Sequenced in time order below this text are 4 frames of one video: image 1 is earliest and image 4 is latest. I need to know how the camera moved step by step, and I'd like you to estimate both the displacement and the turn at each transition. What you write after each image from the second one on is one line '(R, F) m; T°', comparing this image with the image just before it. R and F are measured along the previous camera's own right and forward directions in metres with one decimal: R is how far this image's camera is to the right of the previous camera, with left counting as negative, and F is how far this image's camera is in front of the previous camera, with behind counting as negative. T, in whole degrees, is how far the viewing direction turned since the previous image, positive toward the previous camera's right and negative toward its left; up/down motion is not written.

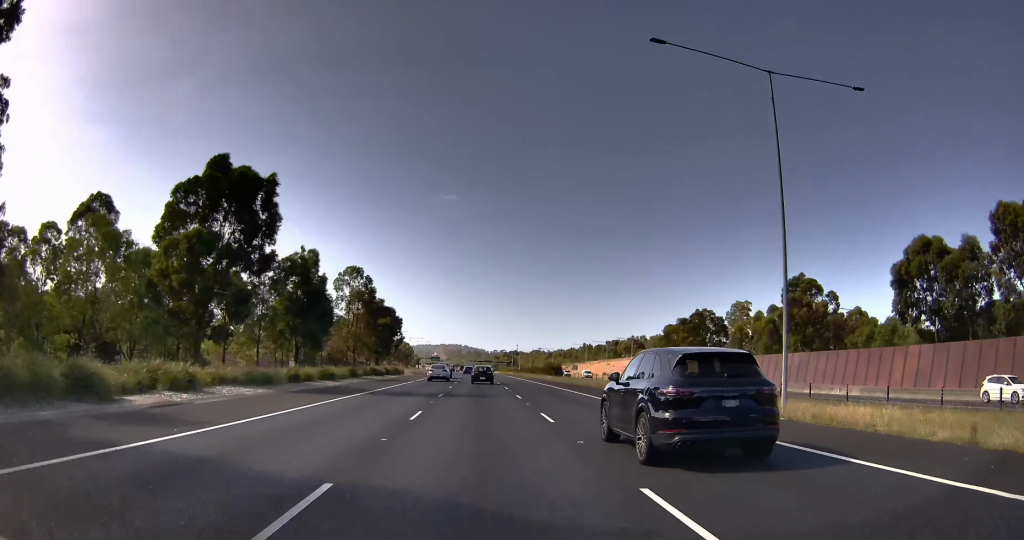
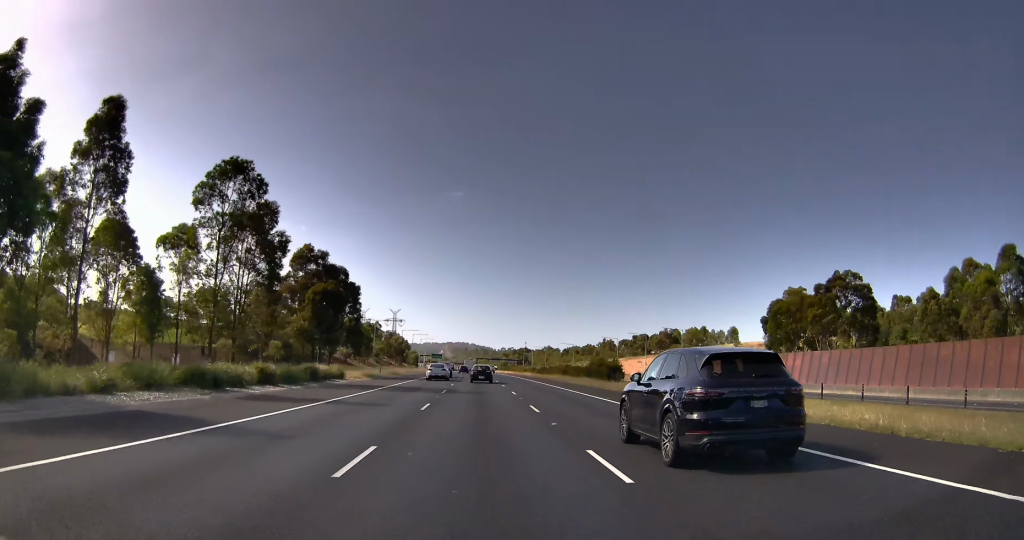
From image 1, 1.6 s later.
(+1.0, +35.4) m; +2°
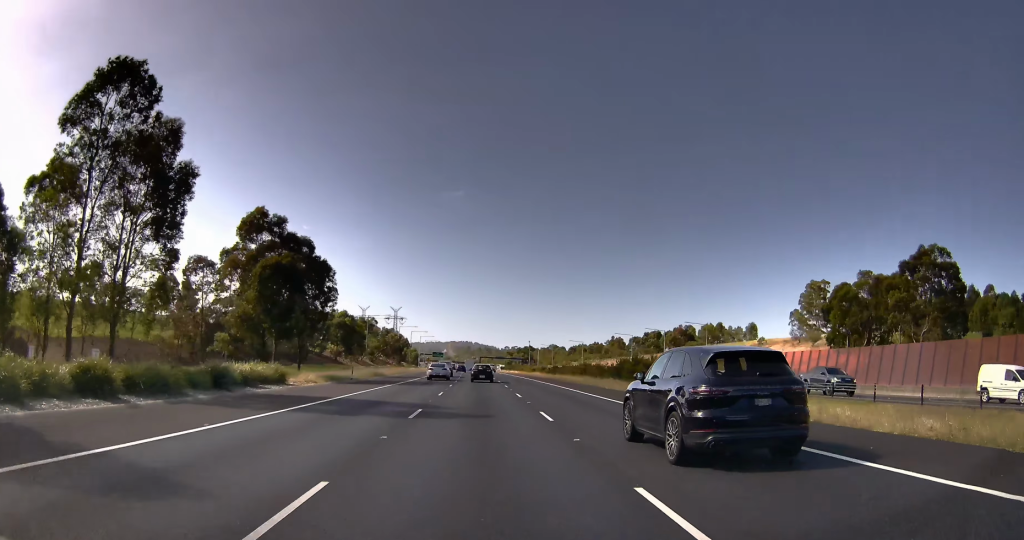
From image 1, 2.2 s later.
(+0.1, +11.1) m; 0°
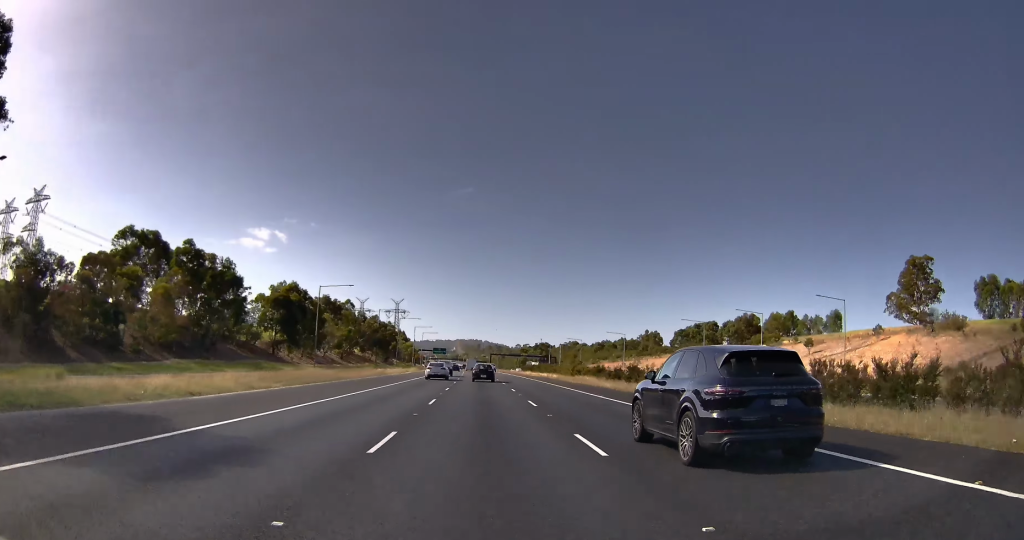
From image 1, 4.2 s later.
(-0.9, +42.4) m; -1°
